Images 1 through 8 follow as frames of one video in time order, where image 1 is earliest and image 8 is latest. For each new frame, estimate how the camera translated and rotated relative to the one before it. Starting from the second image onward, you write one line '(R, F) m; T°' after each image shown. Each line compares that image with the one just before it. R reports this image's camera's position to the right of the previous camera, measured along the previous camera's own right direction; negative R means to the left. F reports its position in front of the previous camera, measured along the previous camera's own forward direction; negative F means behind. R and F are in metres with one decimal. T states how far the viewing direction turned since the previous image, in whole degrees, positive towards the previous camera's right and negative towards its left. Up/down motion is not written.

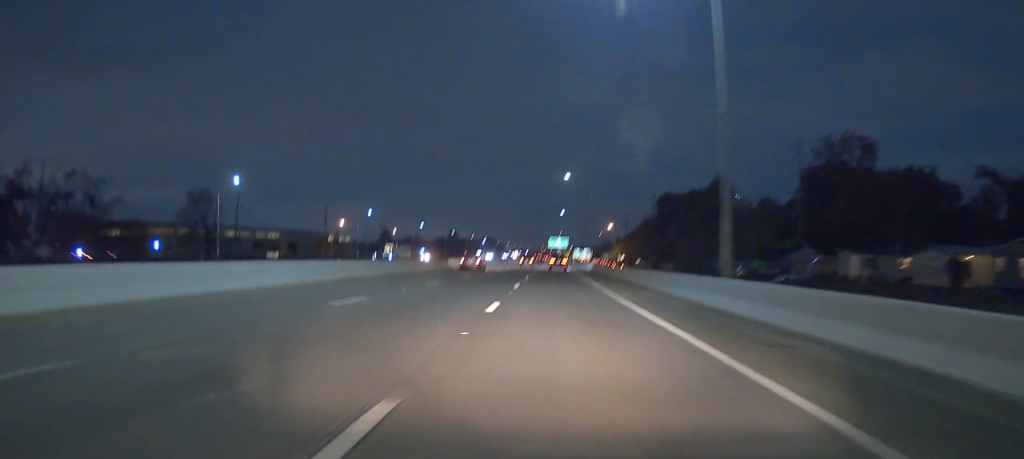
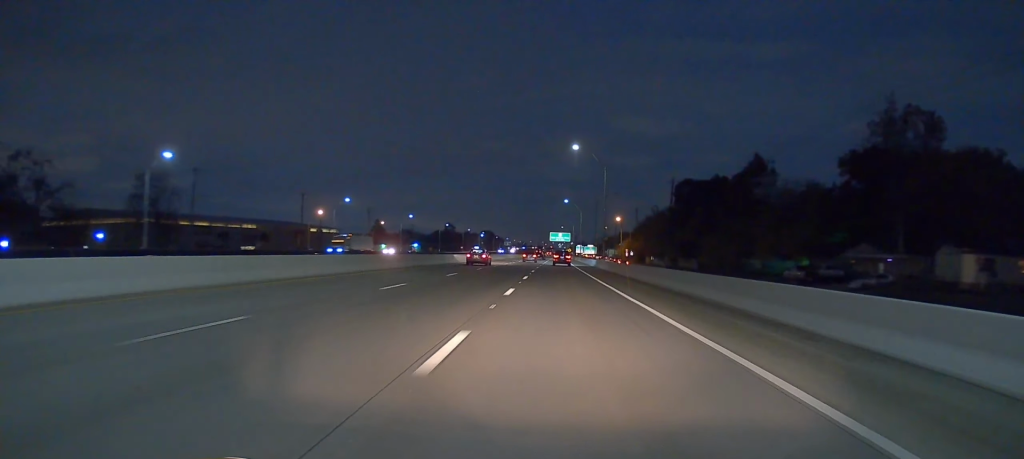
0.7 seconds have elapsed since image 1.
(0.0, +20.2) m; 0°
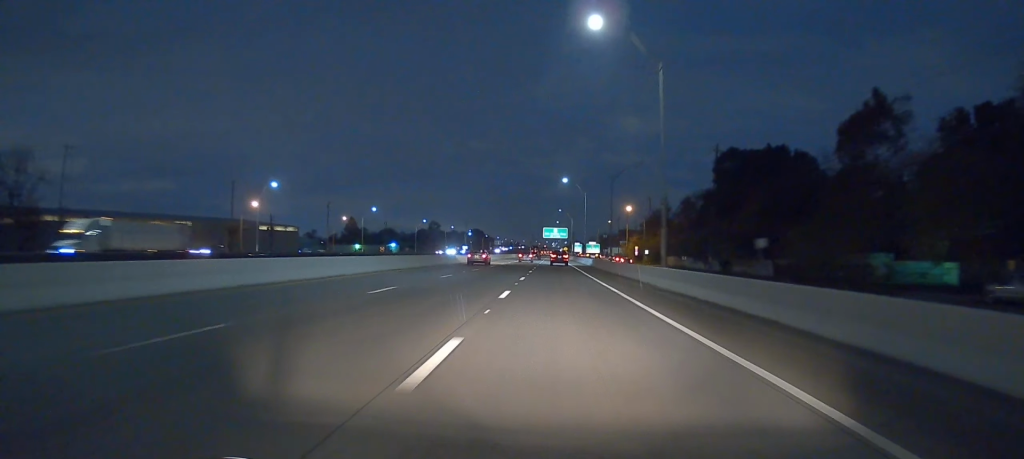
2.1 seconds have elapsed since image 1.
(0.0, +37.6) m; 0°
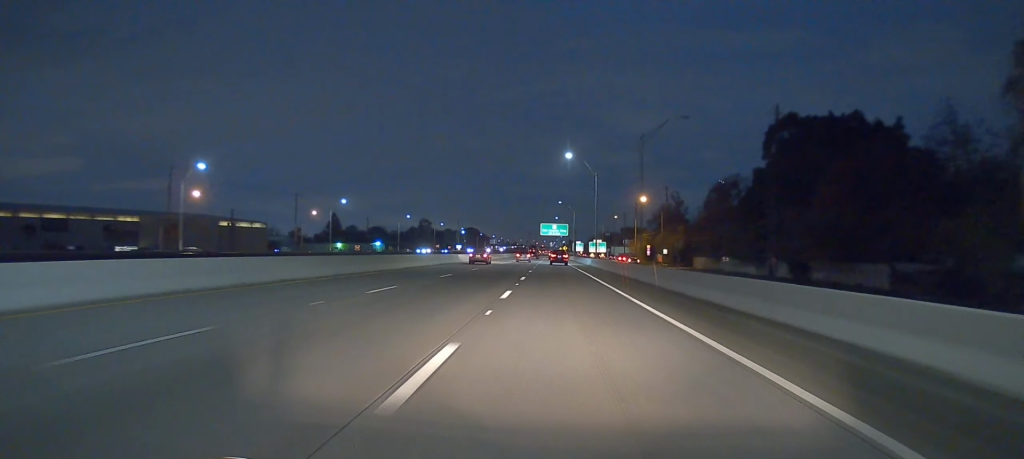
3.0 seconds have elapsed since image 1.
(0.0, +24.8) m; 0°
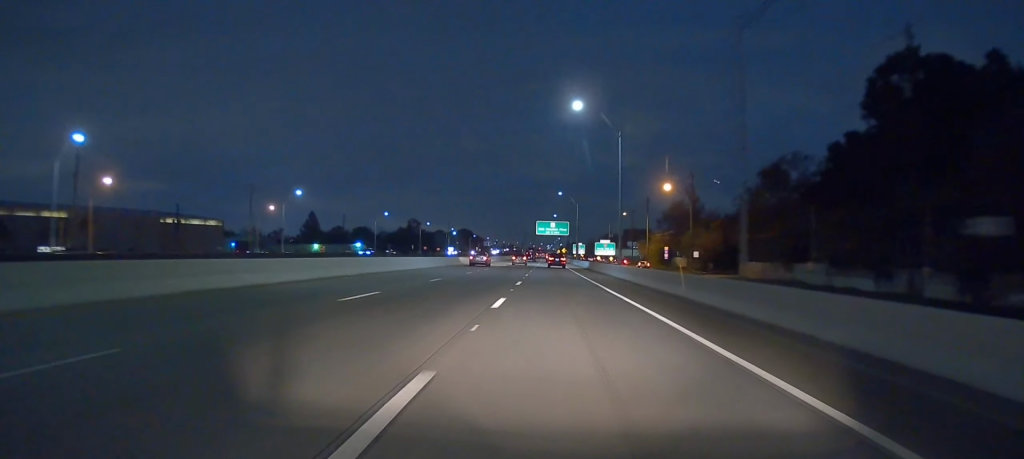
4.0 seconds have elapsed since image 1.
(0.0, +26.7) m; +1°
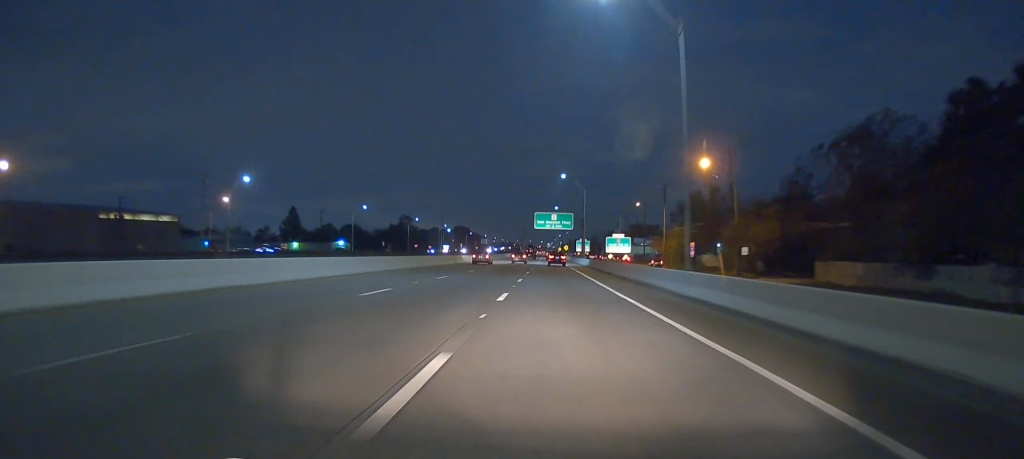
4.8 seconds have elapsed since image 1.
(+0.2, +23.0) m; +1°
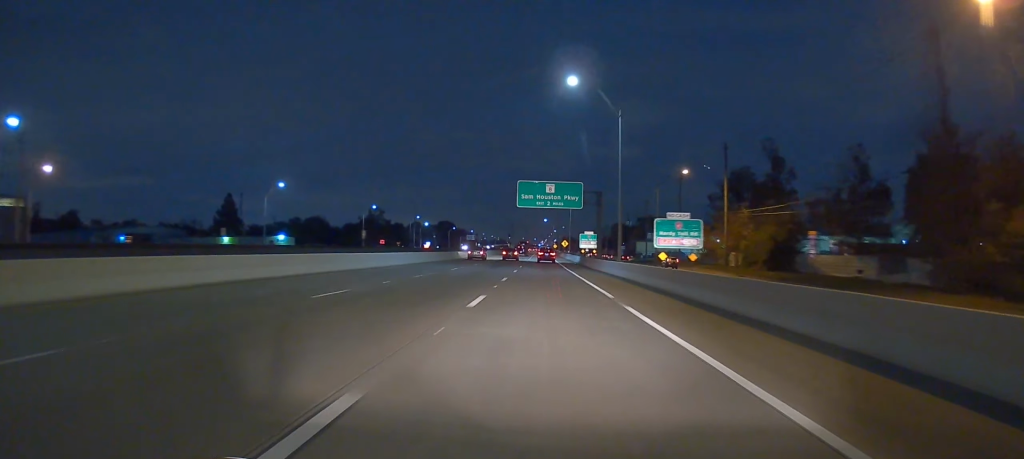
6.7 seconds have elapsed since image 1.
(-0.4, +51.6) m; -1°
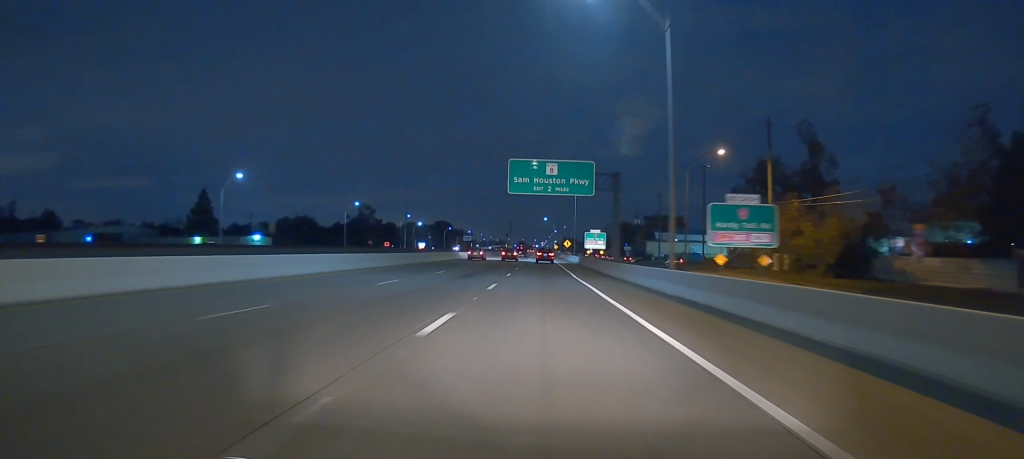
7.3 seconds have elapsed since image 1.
(-0.1, +17.5) m; +1°
